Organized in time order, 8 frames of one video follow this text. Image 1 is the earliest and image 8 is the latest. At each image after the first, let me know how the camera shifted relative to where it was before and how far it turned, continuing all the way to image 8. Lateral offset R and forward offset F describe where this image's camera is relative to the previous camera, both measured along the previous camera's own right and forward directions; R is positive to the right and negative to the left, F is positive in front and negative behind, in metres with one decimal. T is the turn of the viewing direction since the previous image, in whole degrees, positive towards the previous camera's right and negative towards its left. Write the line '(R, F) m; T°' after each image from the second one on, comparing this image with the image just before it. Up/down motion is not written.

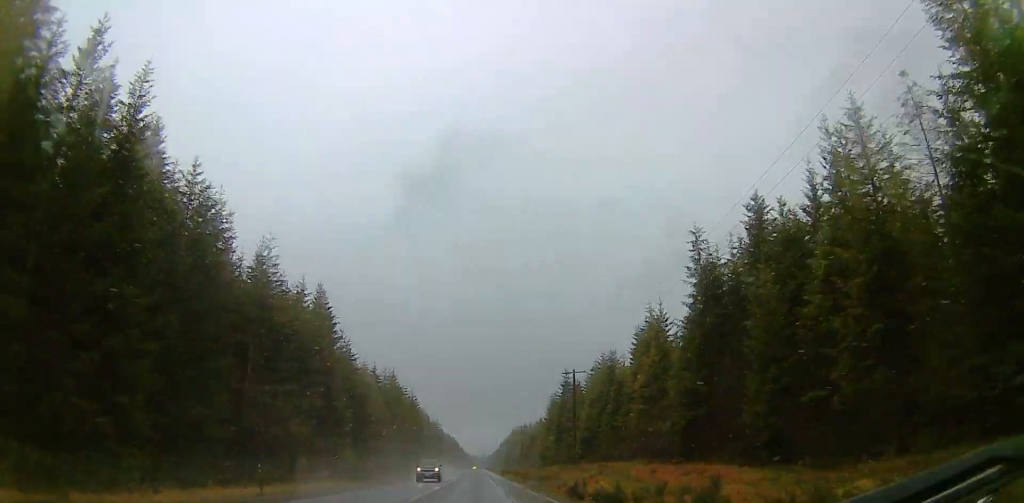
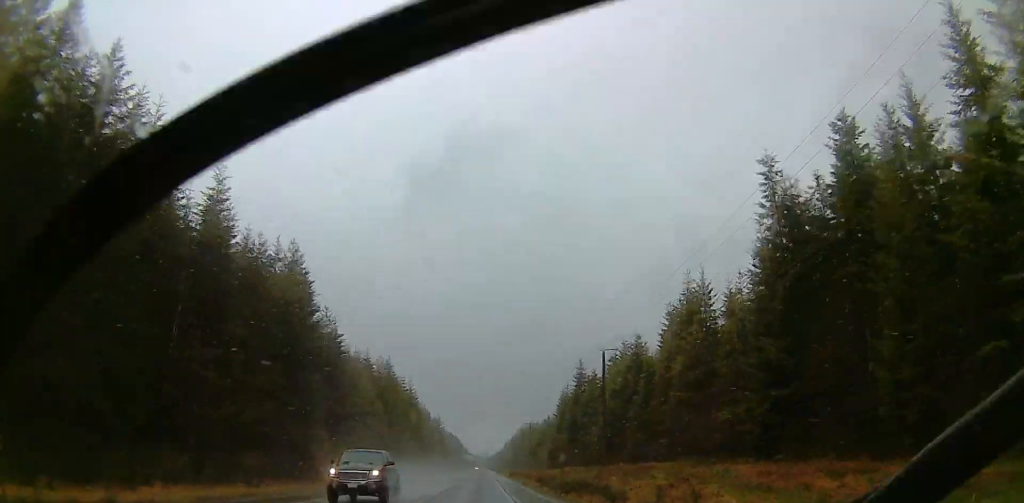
(0.0, +16.5) m; 0°
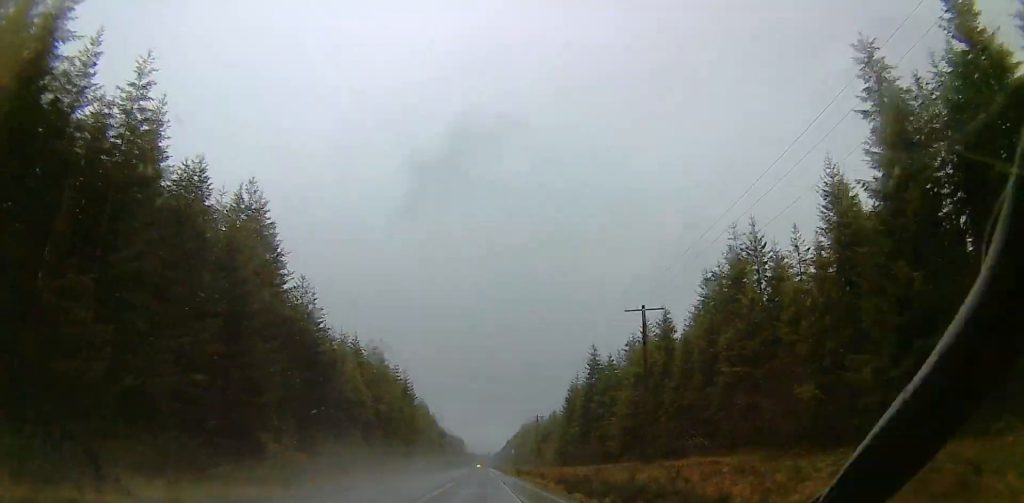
(+0.1, +16.3) m; 0°
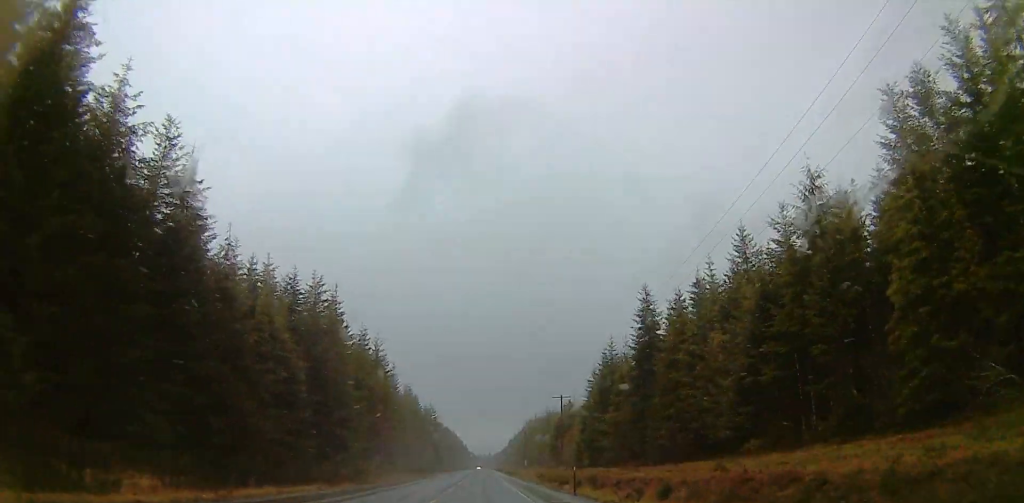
(-1.4, +52.6) m; -1°
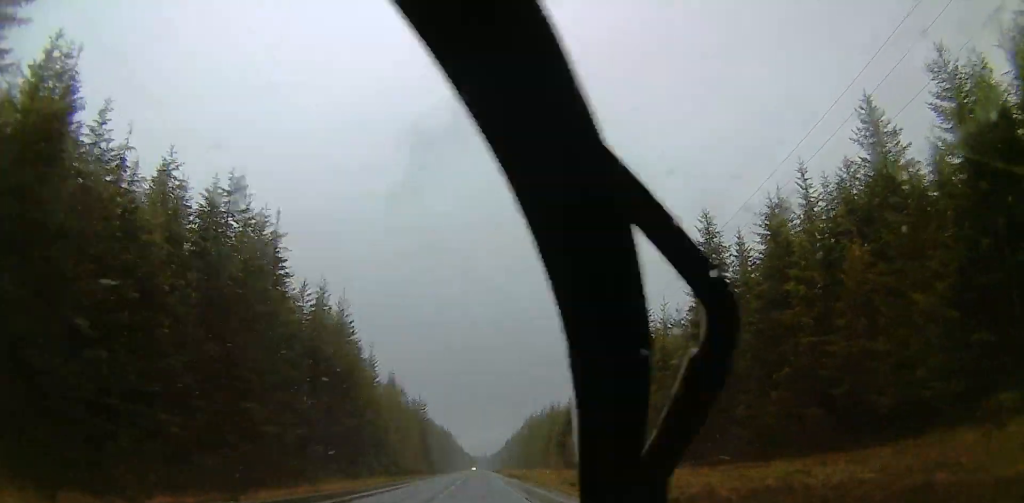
(+0.4, +34.2) m; 0°
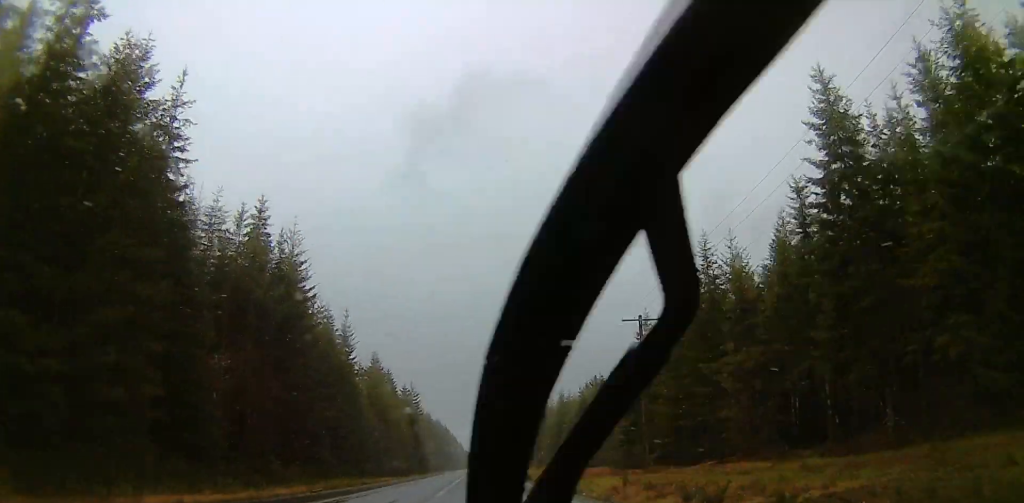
(-0.3, +29.0) m; -1°
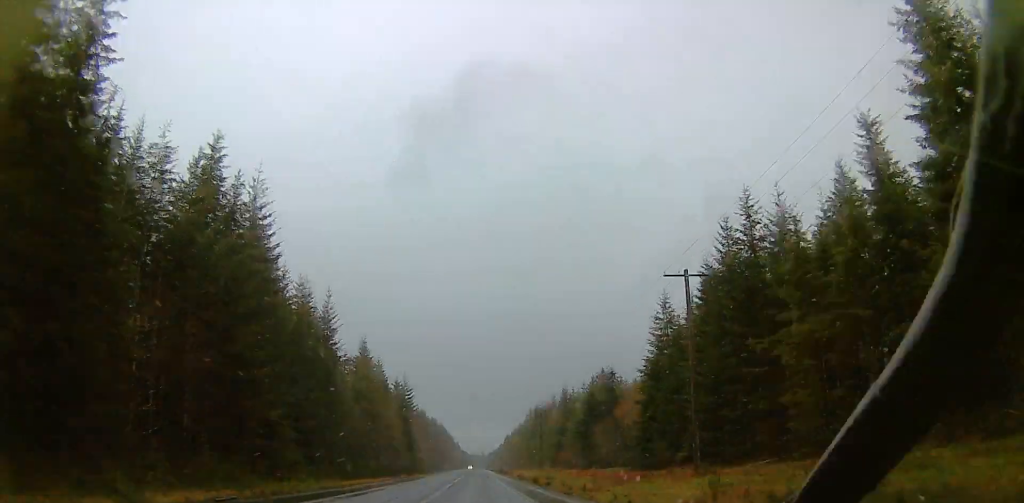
(-0.1, +12.5) m; 0°
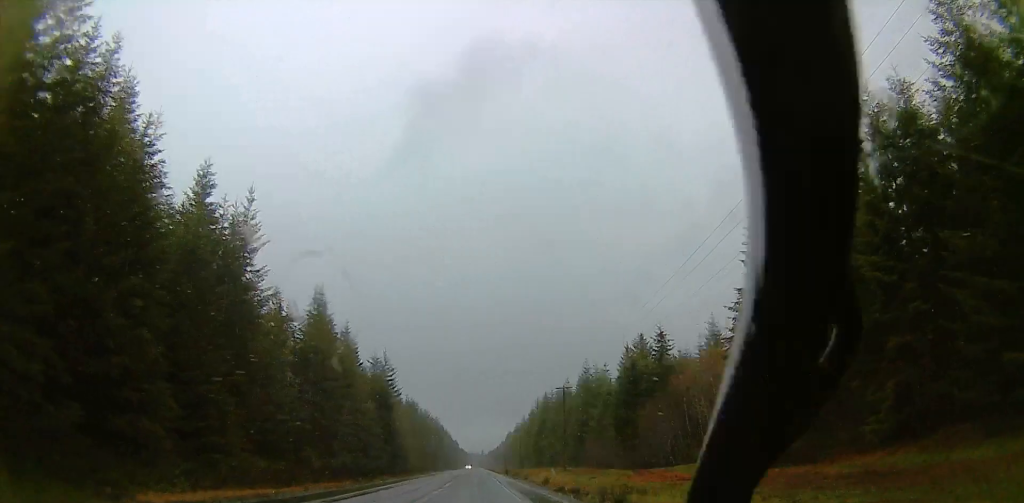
(+0.5, +32.9) m; +2°
